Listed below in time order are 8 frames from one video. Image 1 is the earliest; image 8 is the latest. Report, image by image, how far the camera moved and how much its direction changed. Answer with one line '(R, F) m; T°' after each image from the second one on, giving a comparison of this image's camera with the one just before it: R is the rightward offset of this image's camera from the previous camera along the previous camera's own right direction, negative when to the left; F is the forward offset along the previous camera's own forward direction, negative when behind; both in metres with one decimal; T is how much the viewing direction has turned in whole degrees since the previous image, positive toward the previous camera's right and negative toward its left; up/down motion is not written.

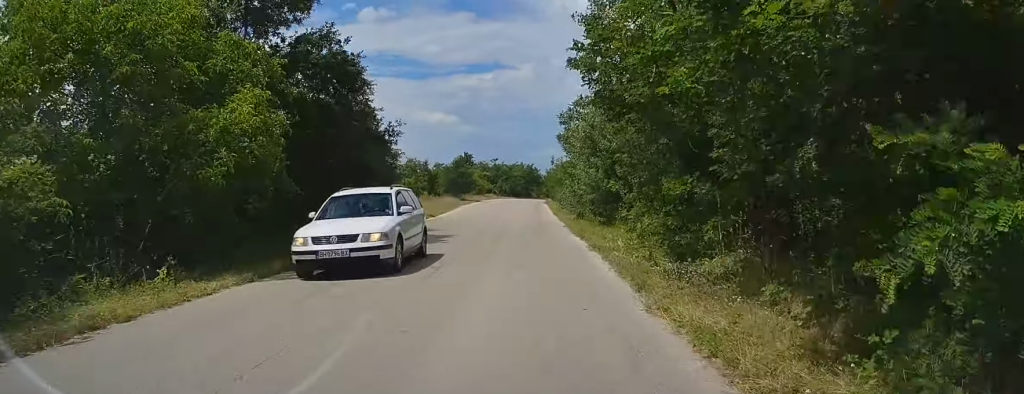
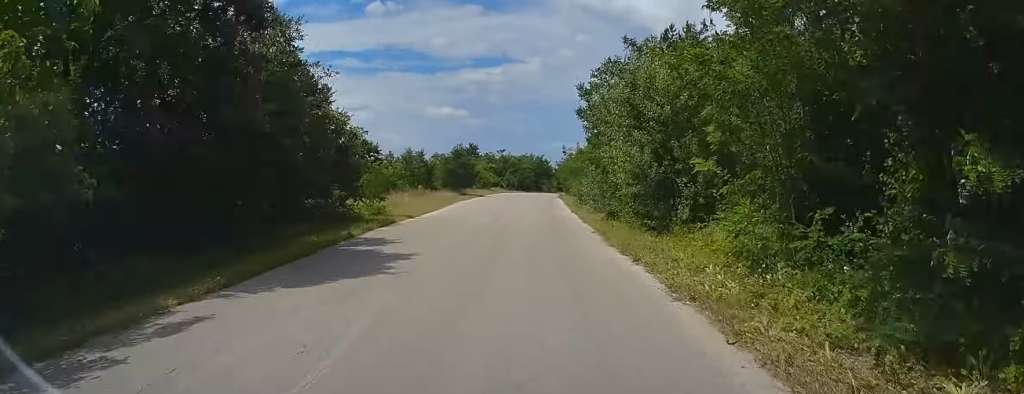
(-0.2, +8.3) m; 0°
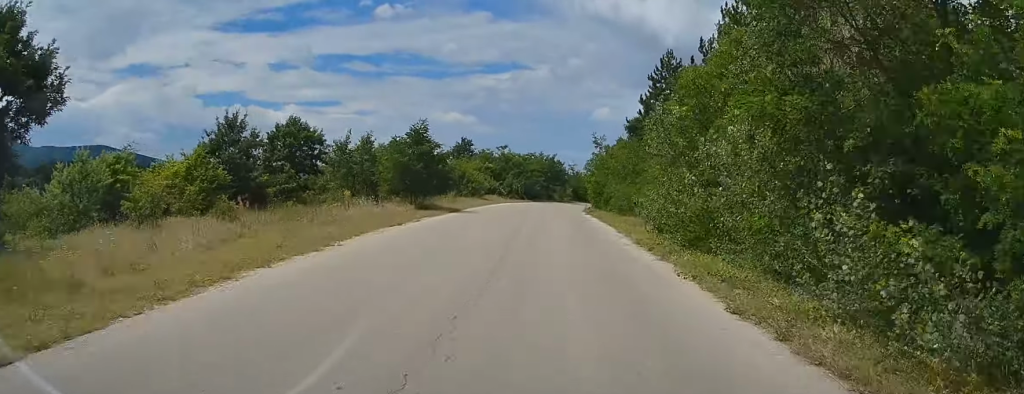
(+0.2, +23.1) m; +1°
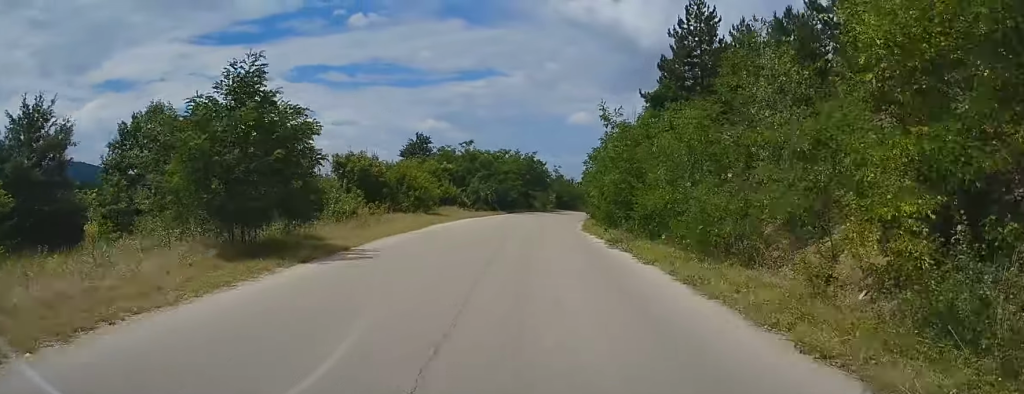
(-0.1, +17.2) m; +1°
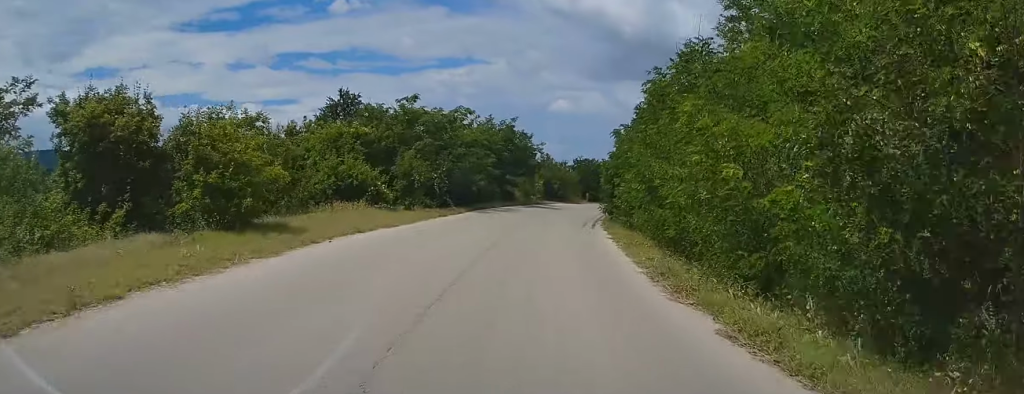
(+0.4, +21.8) m; +3°
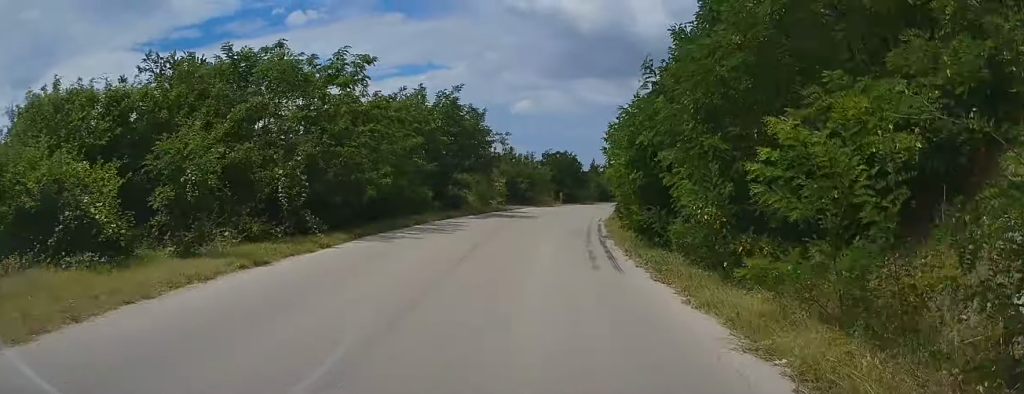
(+0.3, +15.8) m; +2°
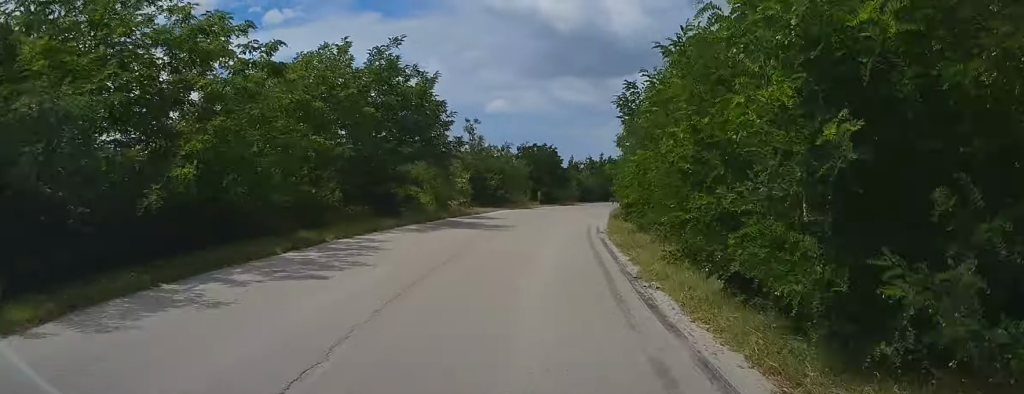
(+0.2, +10.1) m; +2°
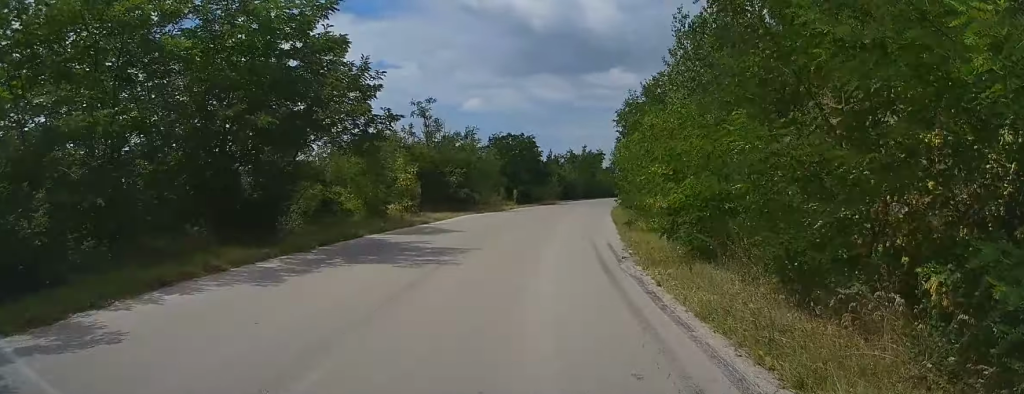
(0.0, +10.2) m; +2°
